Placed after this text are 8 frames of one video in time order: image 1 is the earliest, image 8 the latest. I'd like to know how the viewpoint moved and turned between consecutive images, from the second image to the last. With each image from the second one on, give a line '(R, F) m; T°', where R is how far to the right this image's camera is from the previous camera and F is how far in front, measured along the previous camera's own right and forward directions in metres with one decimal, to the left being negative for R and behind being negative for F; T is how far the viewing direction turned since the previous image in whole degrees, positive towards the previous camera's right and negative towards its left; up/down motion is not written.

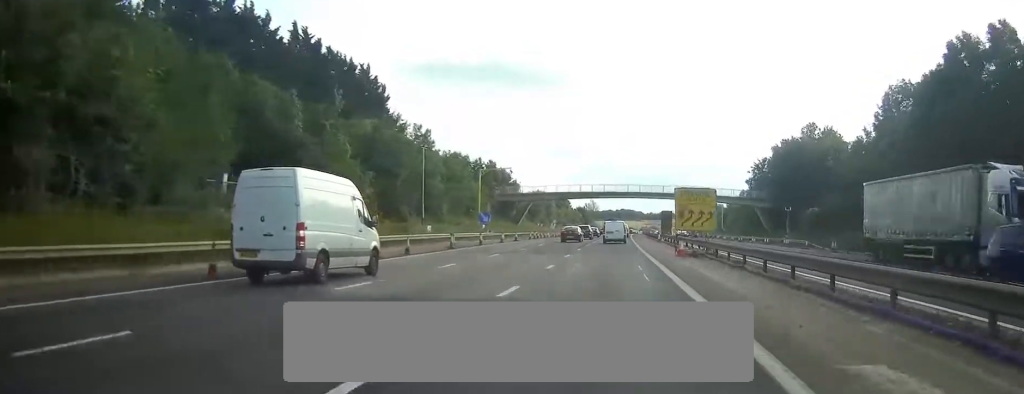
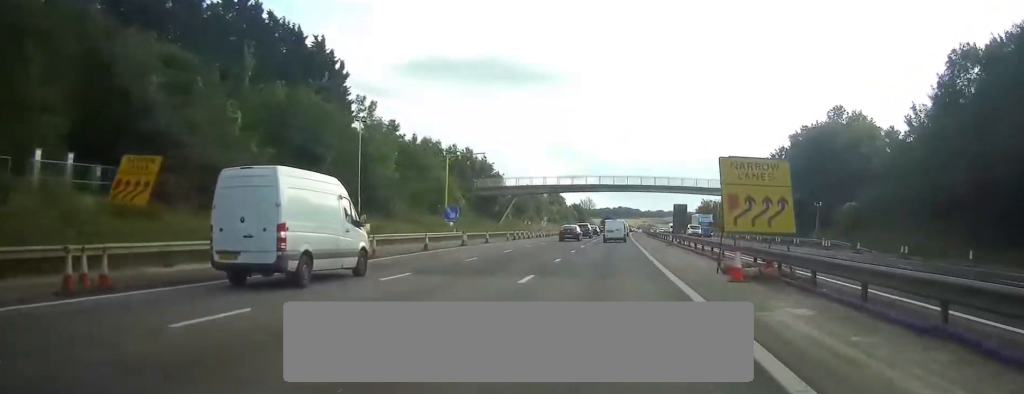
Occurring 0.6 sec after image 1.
(0.0, +14.8) m; 0°
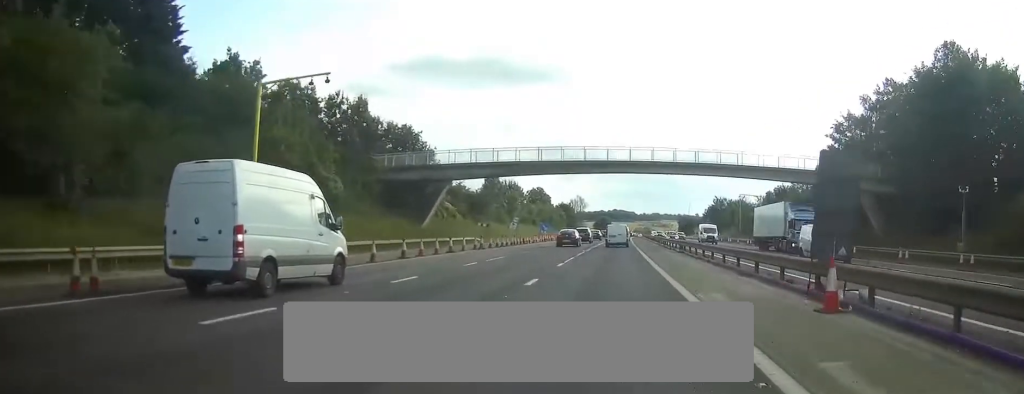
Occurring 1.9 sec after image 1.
(+0.2, +35.7) m; 0°
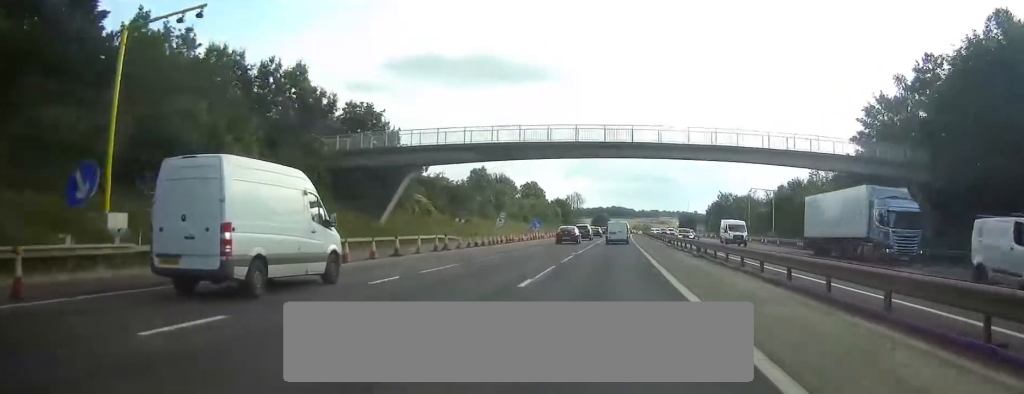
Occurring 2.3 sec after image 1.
(0.0, +10.5) m; 0°
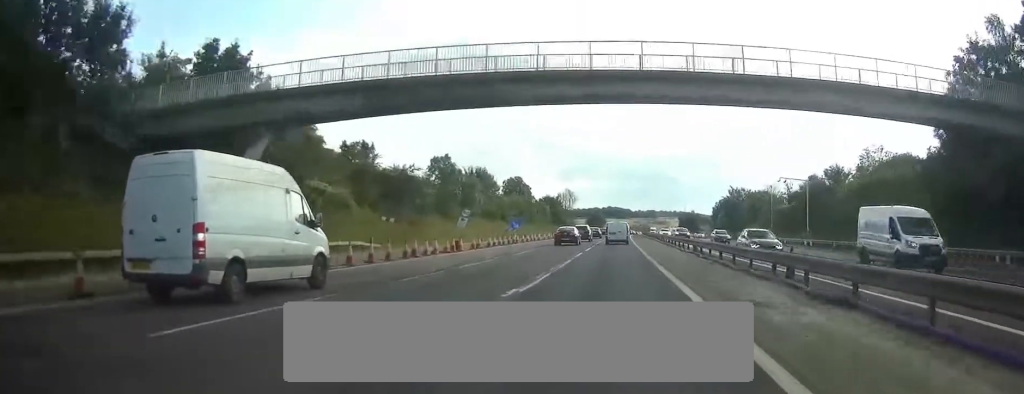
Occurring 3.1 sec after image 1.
(0.0, +20.9) m; 0°
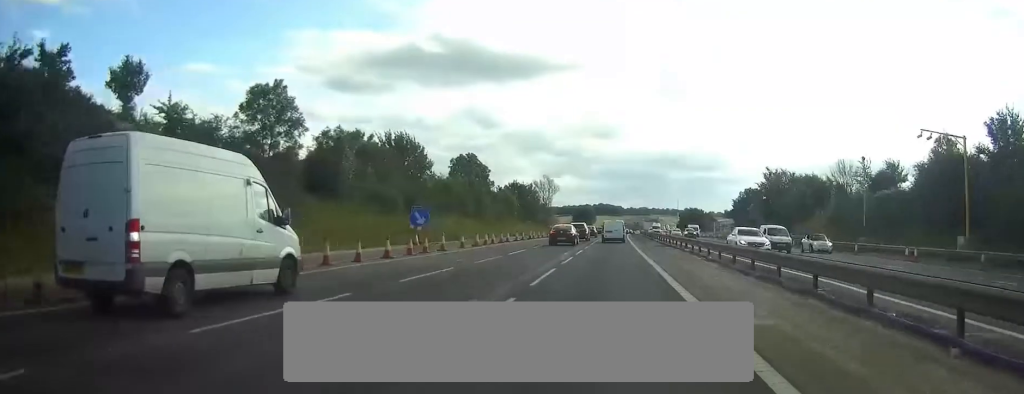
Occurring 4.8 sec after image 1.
(+0.3, +42.9) m; +1°
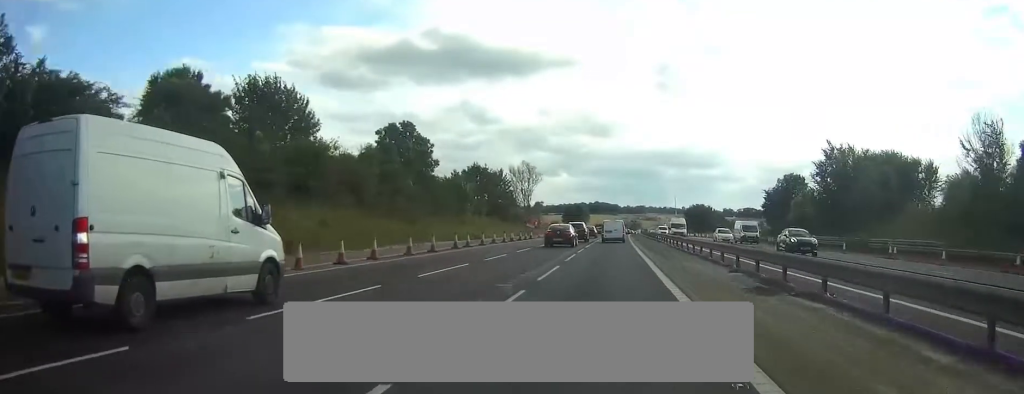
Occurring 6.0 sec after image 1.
(+0.1, +33.5) m; 0°
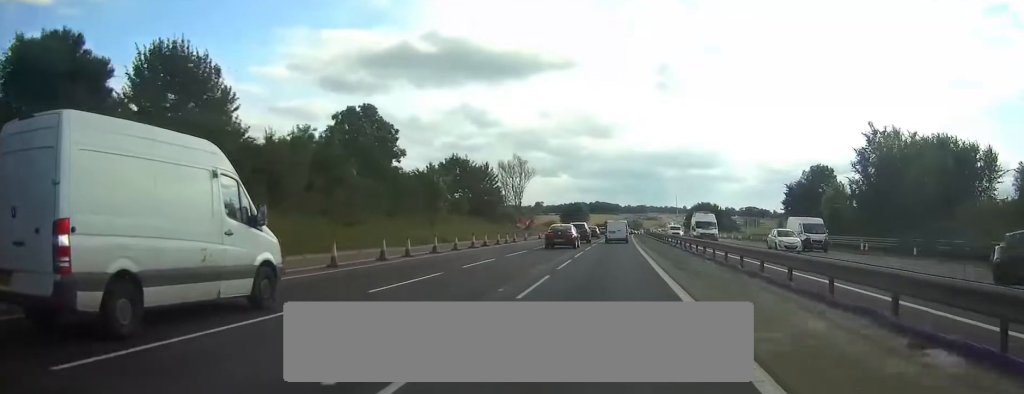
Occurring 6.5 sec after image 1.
(0.0, +13.2) m; 0°
